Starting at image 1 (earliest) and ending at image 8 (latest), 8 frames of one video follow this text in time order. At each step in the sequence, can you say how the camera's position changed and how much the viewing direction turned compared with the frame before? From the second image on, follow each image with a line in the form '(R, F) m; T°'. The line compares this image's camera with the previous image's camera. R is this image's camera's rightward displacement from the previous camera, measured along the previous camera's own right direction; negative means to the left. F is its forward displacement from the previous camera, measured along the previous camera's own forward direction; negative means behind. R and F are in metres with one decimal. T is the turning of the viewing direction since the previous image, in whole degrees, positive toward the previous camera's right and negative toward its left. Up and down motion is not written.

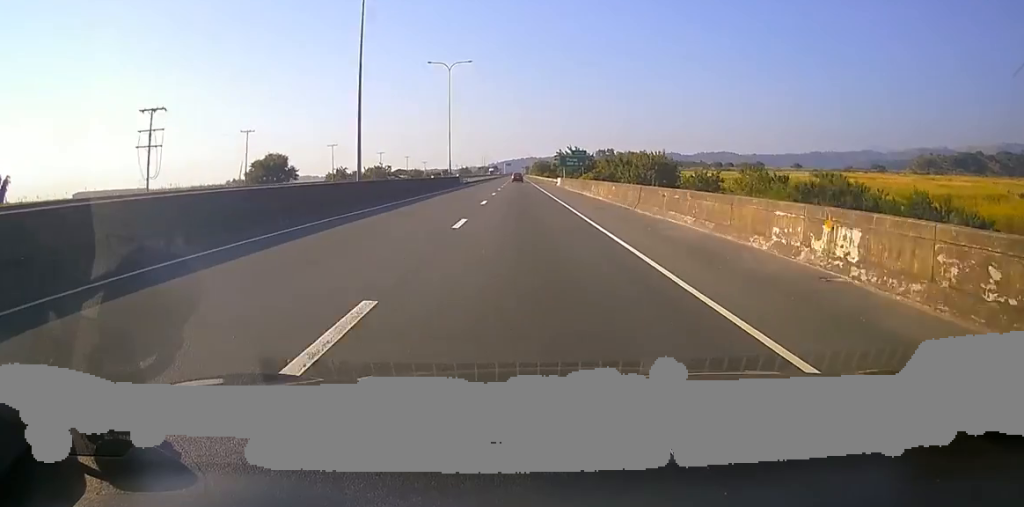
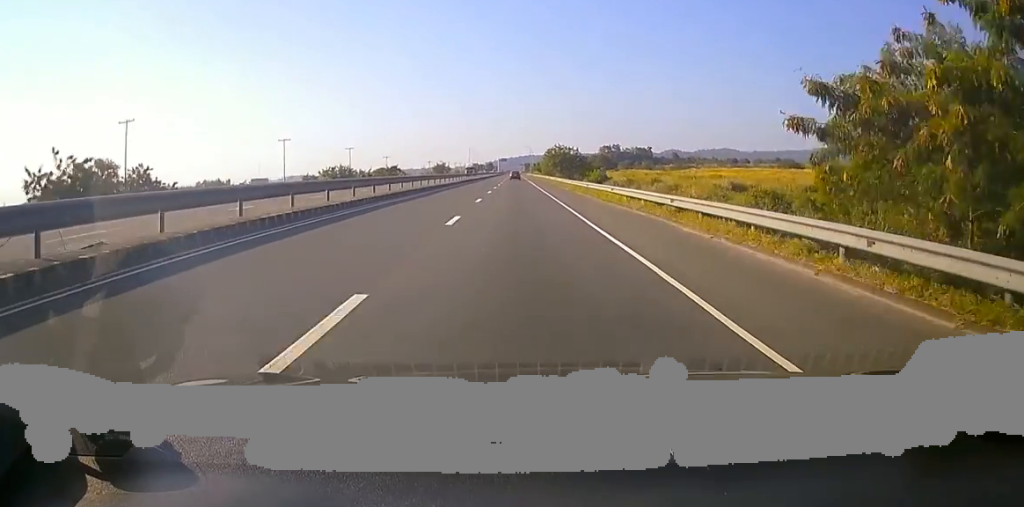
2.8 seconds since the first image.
(+3.4, +83.5) m; +3°
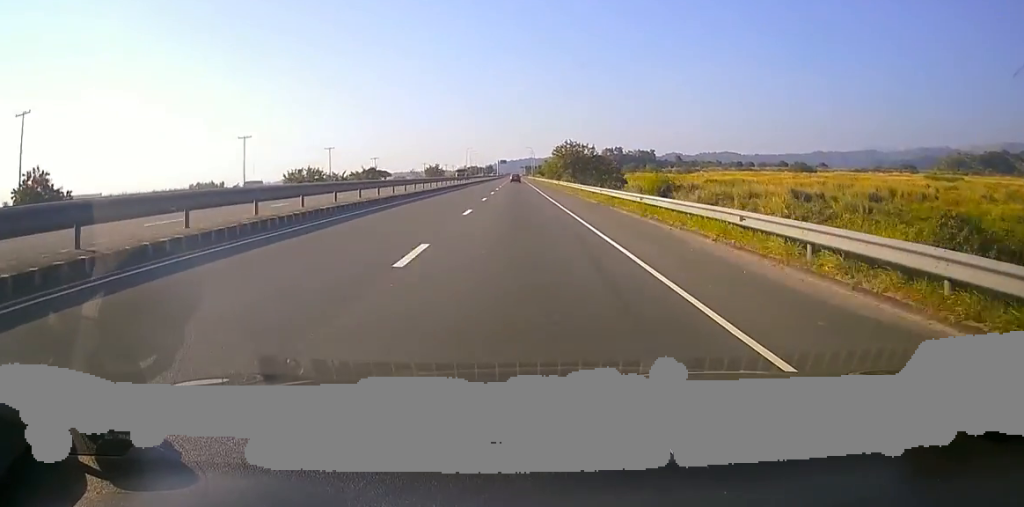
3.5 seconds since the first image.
(-0.1, +19.1) m; -2°
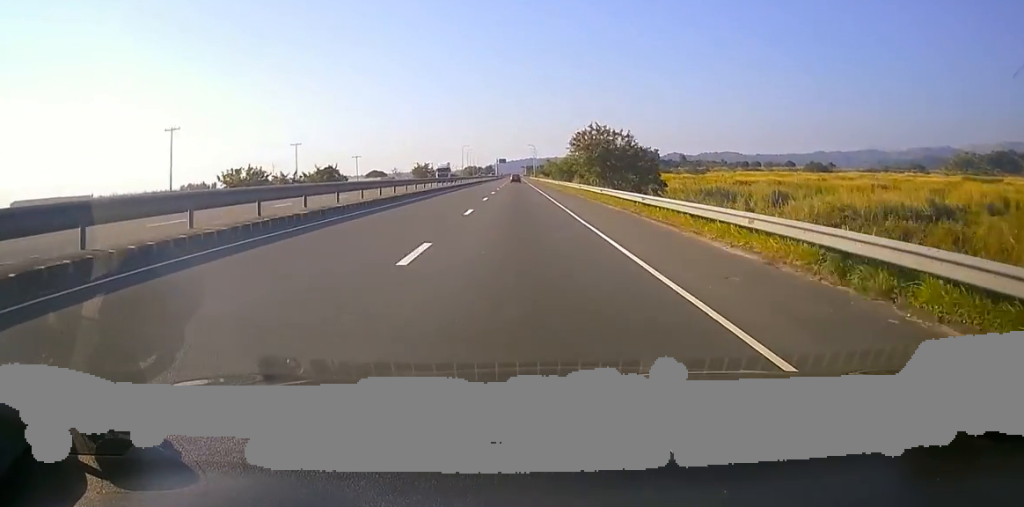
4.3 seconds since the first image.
(-0.5, +24.0) m; -2°
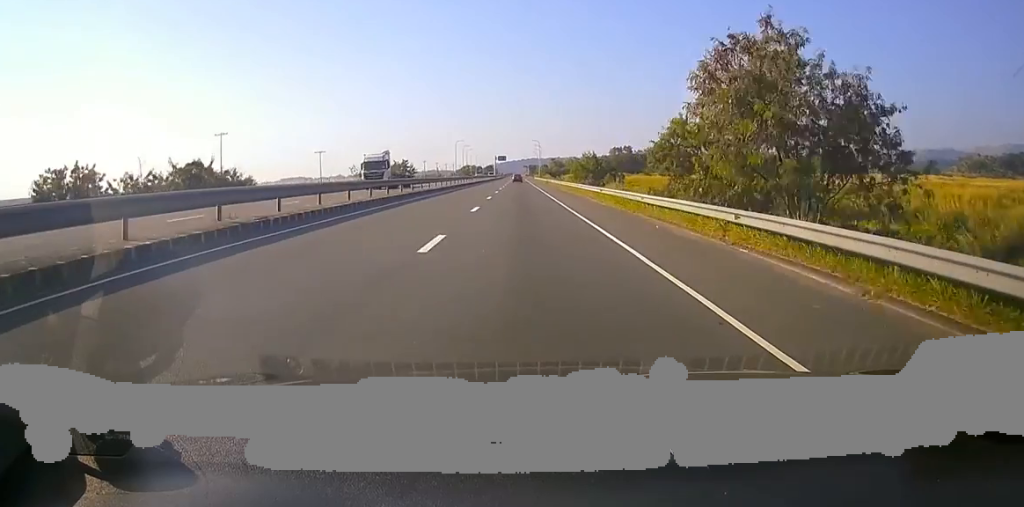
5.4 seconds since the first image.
(-0.9, +34.6) m; +1°
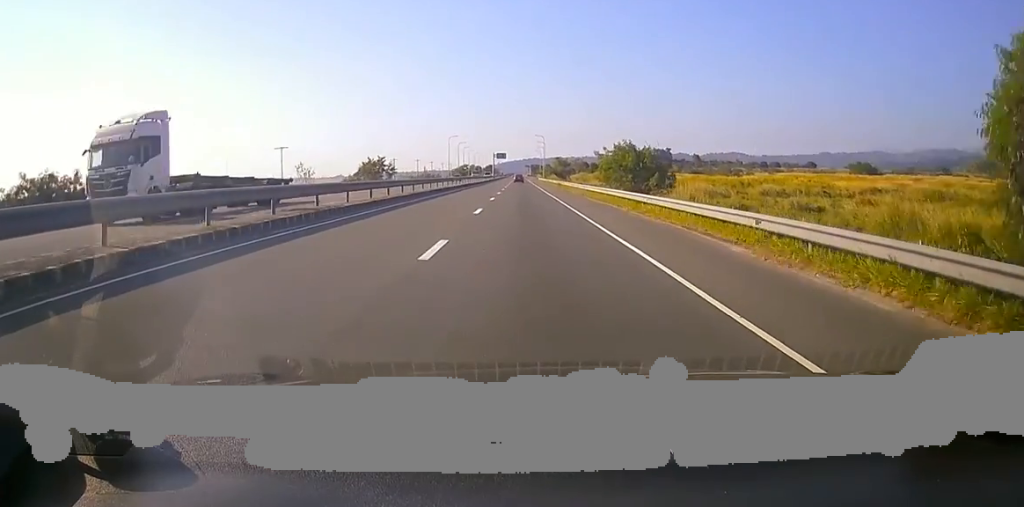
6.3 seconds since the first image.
(+1.1, +26.1) m; +2°
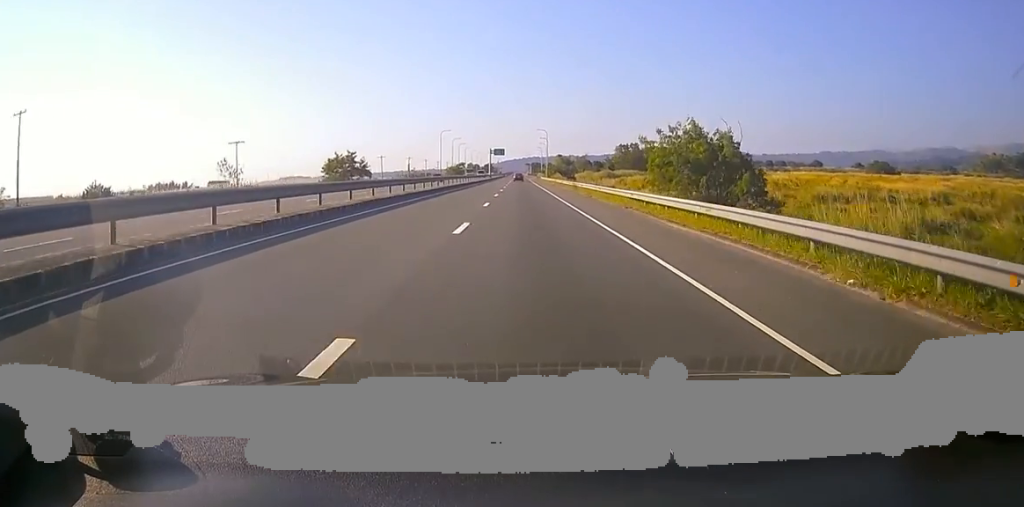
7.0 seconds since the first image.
(+0.1, +19.9) m; 0°
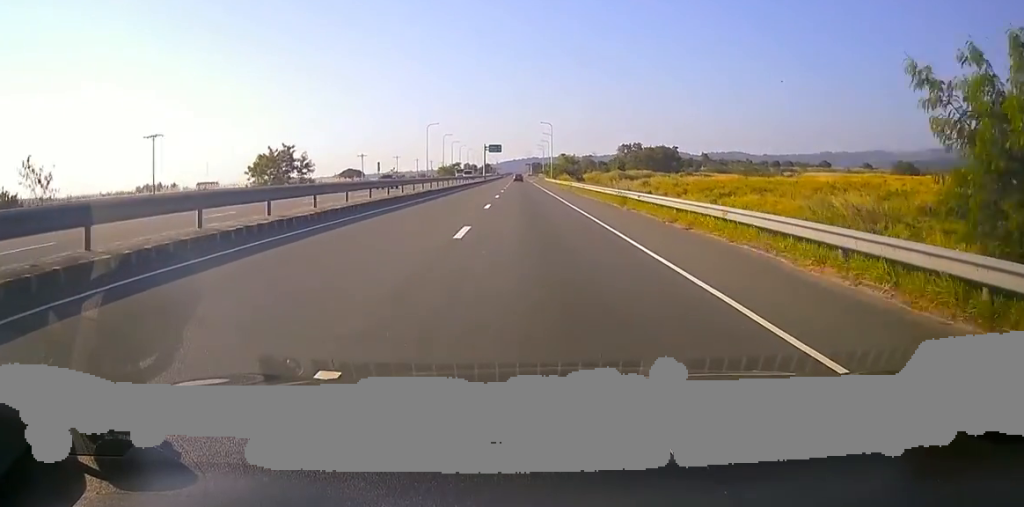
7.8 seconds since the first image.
(-0.2, +24.7) m; -1°
